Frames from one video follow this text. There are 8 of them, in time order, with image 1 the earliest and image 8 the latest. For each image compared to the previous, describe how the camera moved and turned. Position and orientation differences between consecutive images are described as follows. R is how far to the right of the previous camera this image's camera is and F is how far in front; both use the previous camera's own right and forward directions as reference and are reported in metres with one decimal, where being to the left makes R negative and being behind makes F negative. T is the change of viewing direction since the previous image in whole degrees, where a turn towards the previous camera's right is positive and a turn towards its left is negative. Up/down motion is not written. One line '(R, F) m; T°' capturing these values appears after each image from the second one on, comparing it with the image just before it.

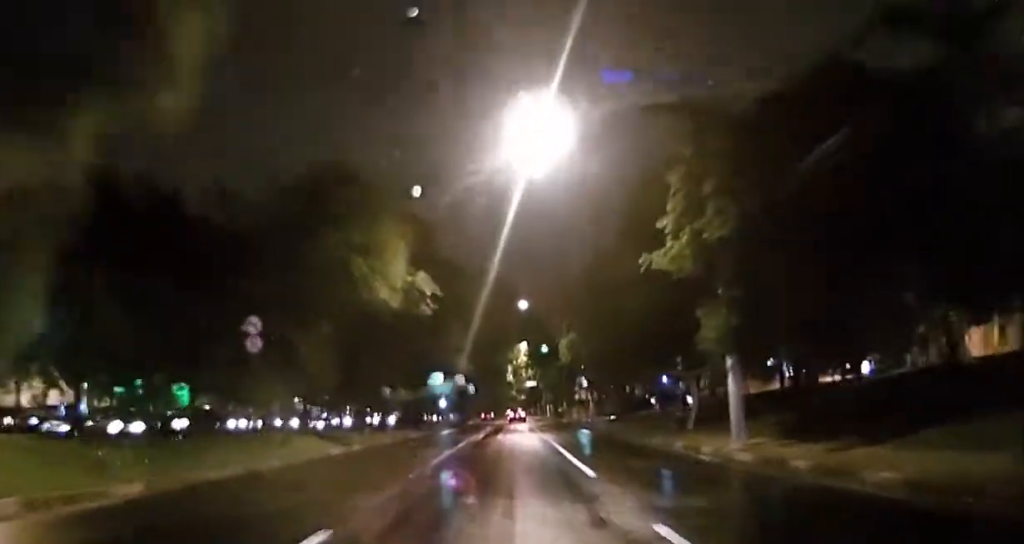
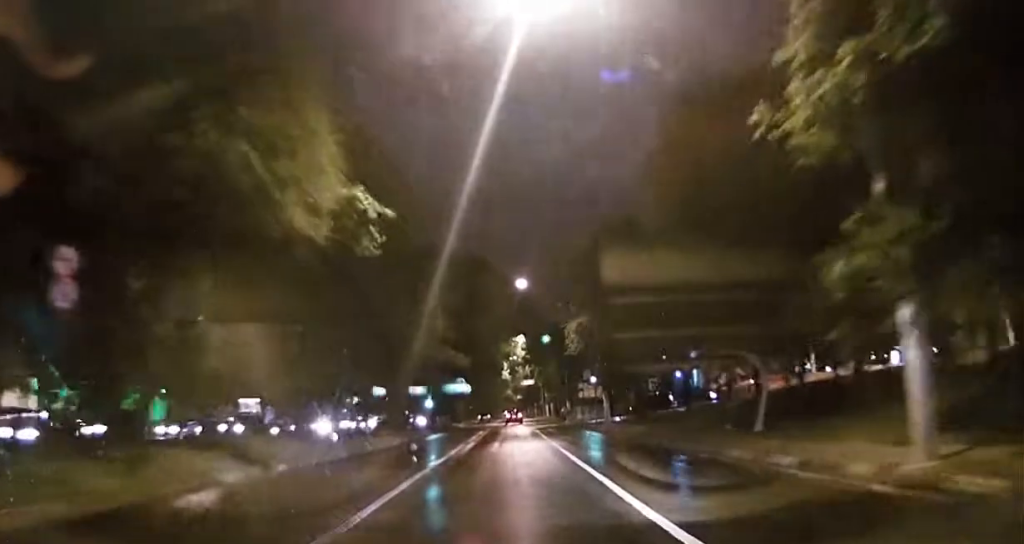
(+0.2, +7.7) m; +1°
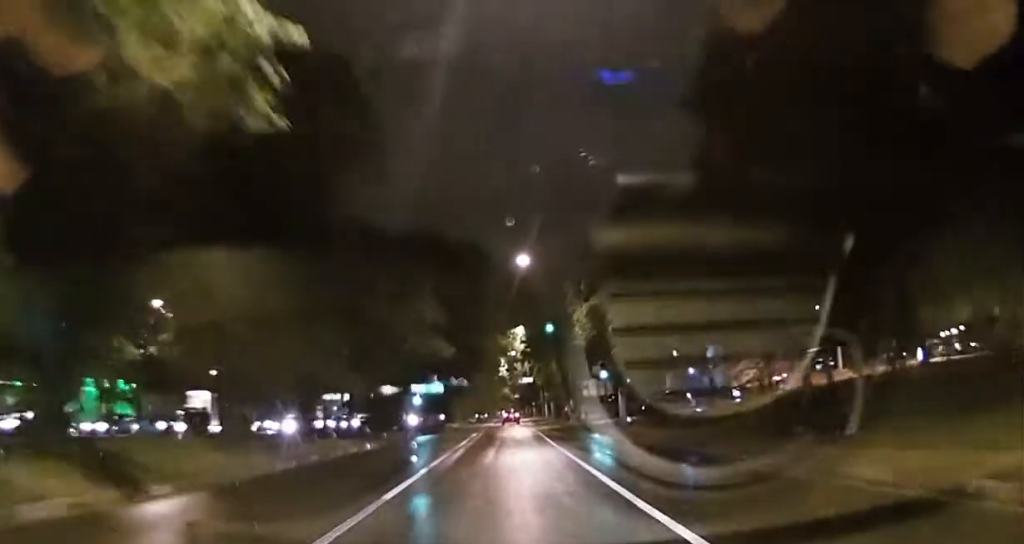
(0.0, +5.7) m; +1°
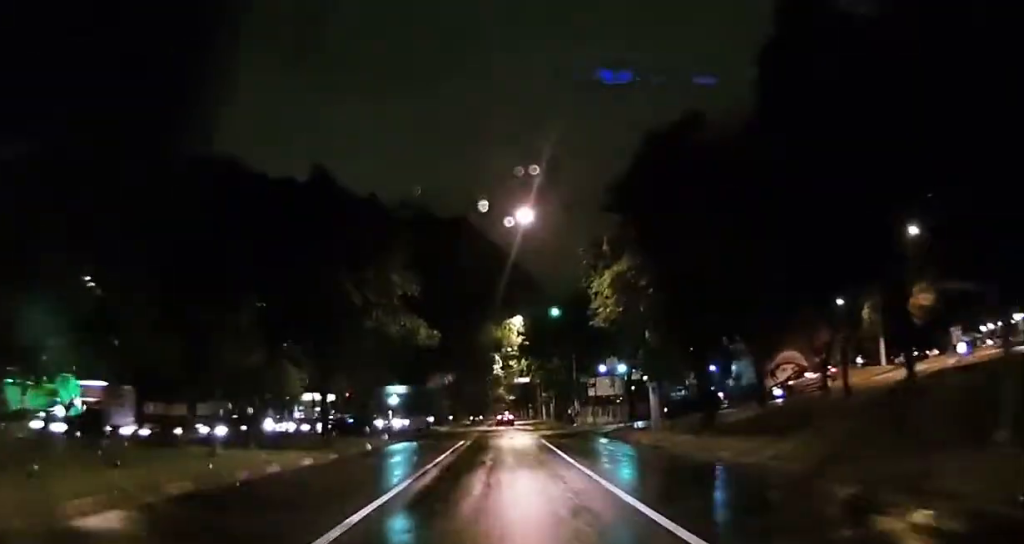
(0.0, +8.2) m; 0°
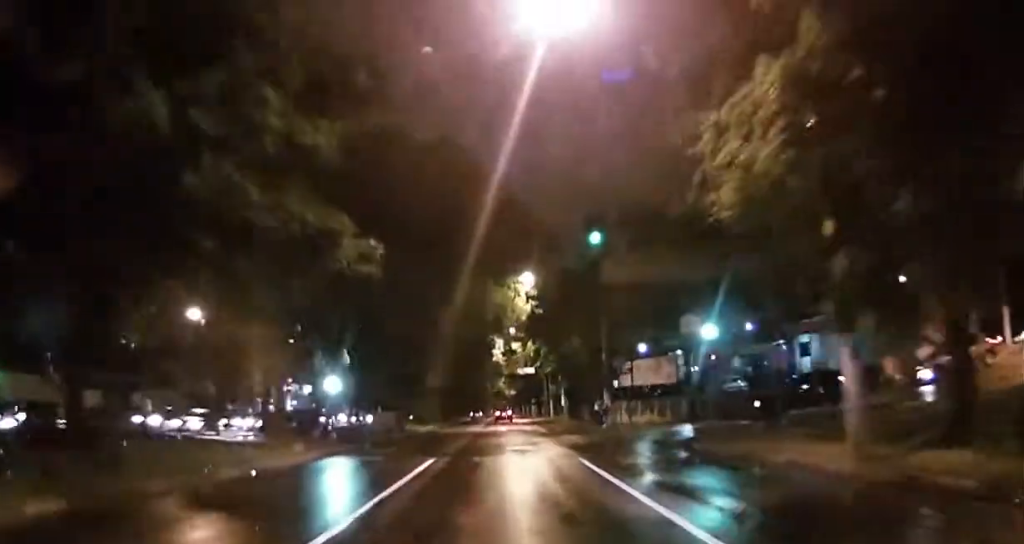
(+0.1, +14.8) m; +1°
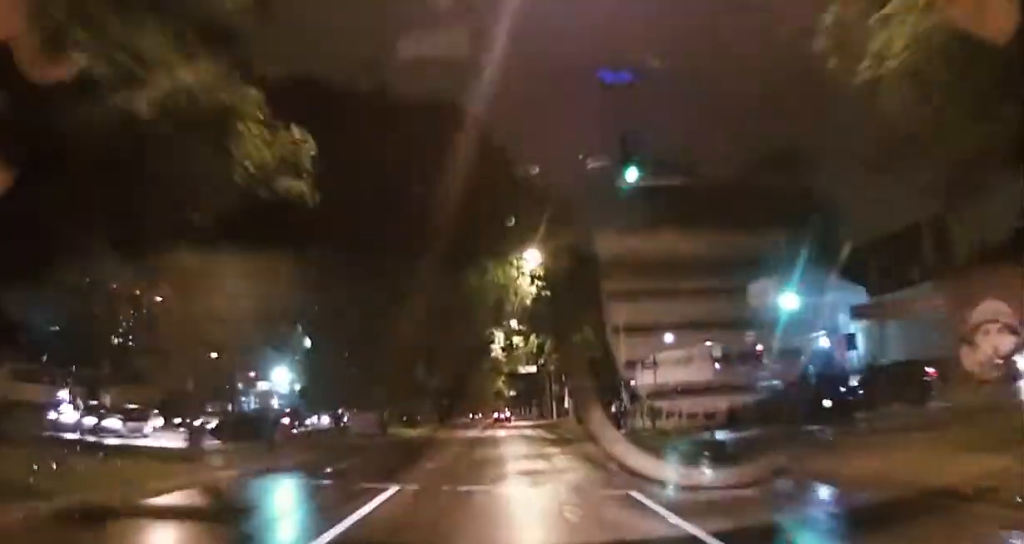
(0.0, +6.2) m; +1°
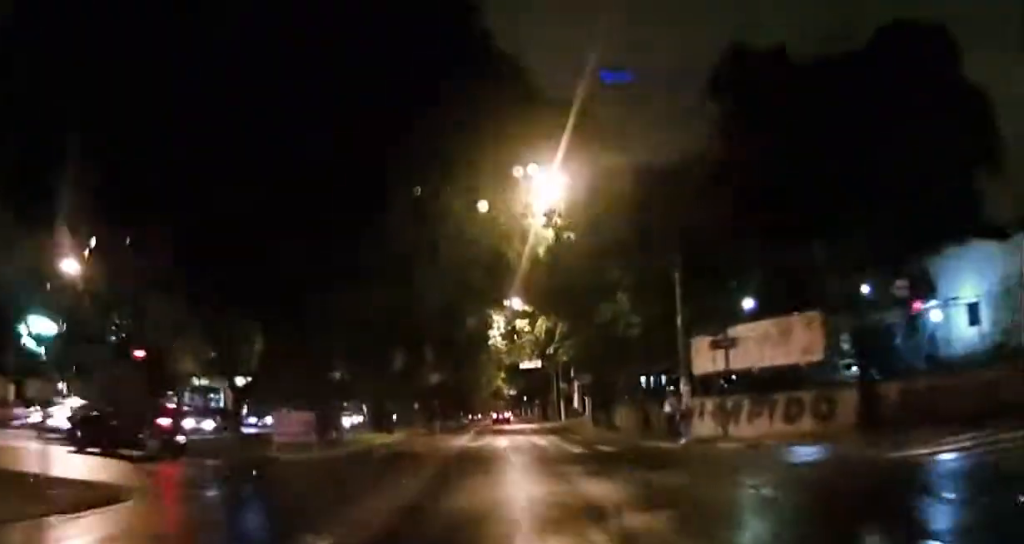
(+0.1, +11.1) m; +1°
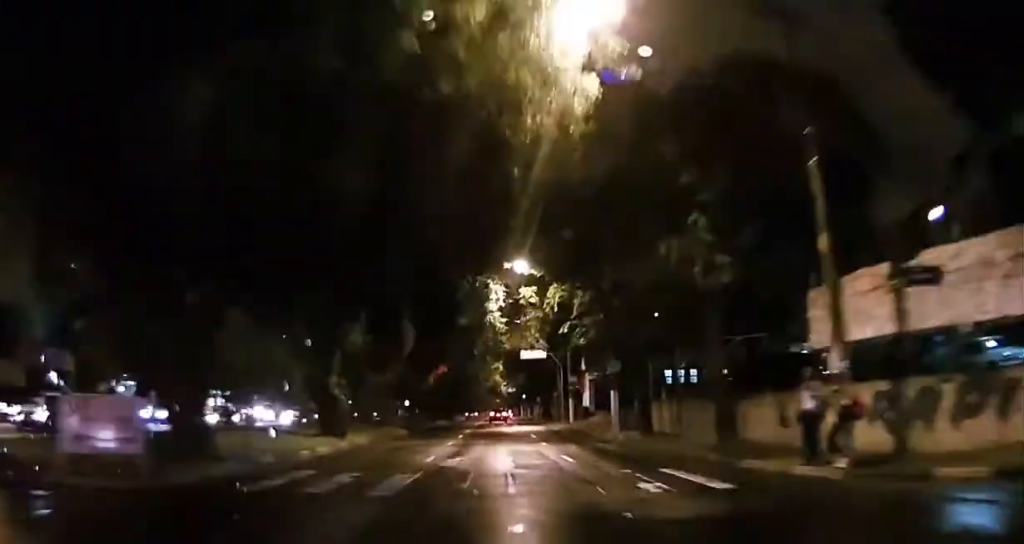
(+0.4, +10.7) m; -1°
